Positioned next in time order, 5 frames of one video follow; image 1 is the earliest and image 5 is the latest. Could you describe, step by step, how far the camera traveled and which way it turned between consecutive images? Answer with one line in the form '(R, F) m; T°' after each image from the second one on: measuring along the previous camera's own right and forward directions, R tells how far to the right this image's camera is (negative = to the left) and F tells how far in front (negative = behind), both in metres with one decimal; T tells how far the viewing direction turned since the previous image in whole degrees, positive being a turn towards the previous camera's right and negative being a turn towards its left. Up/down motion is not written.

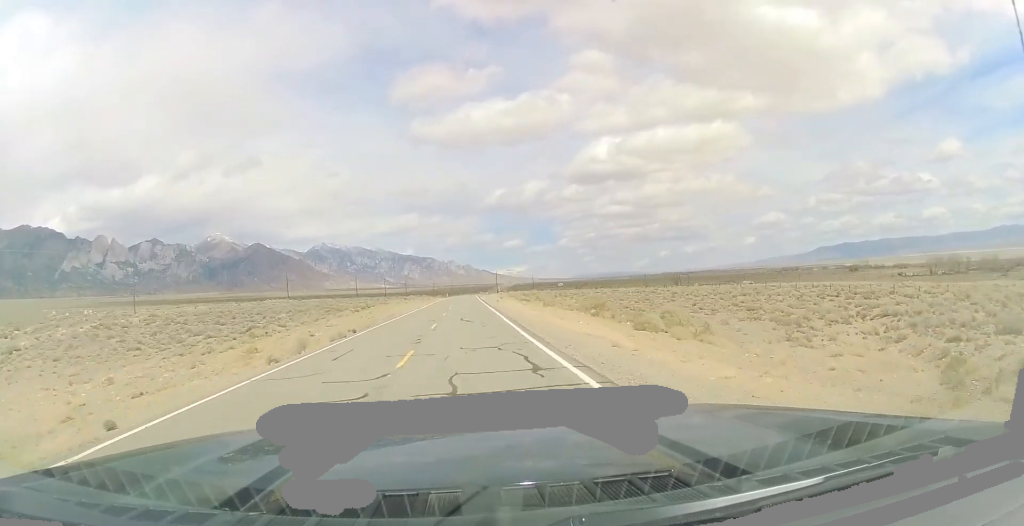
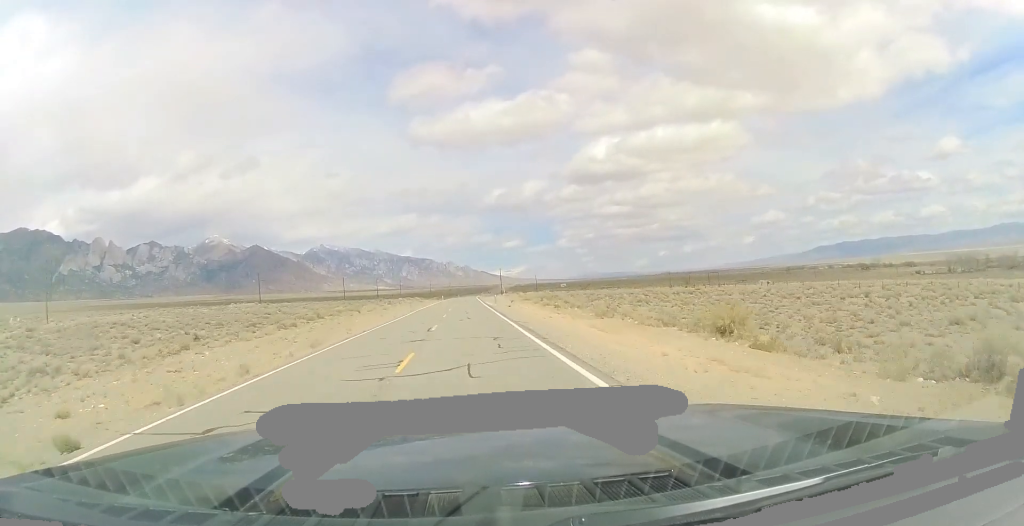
(0.0, +25.0) m; 0°
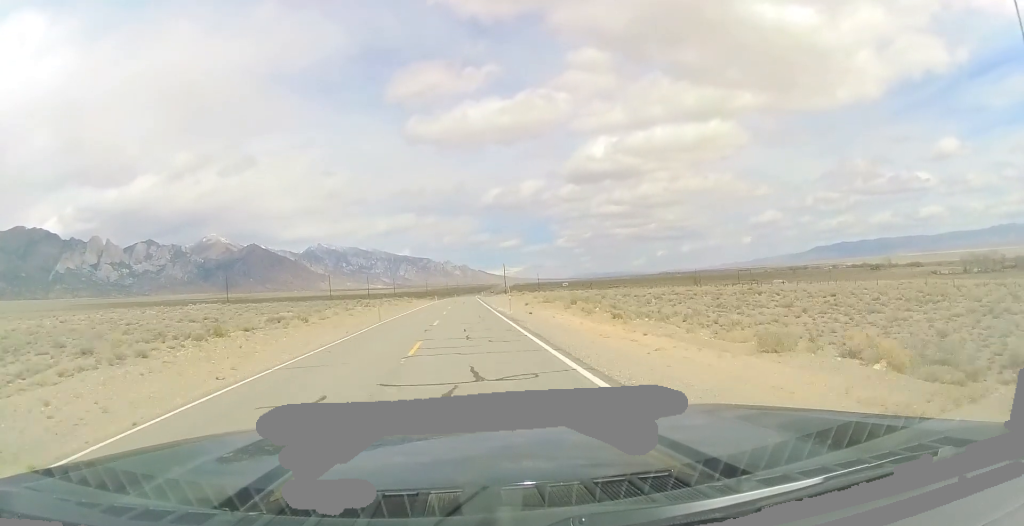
(-0.1, +21.6) m; 0°
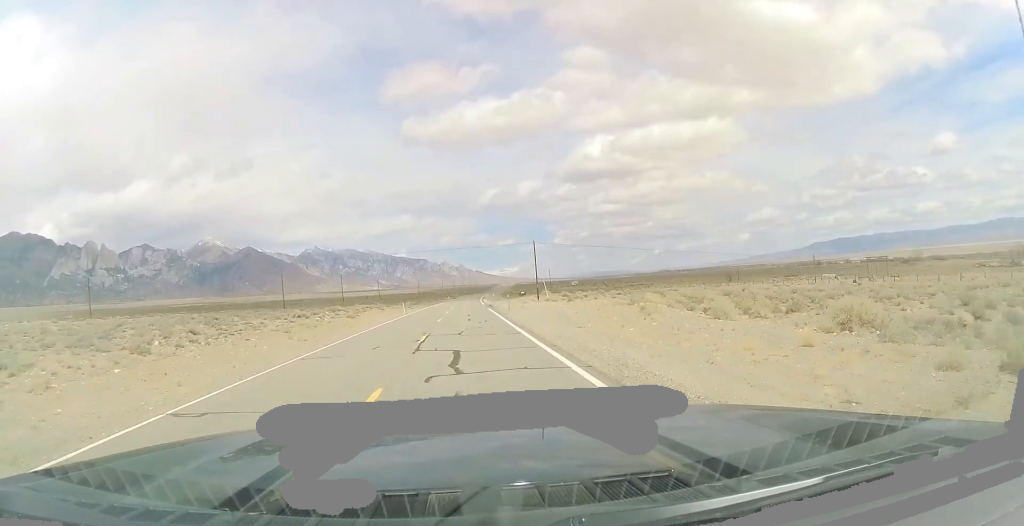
(+0.4, +56.7) m; 0°
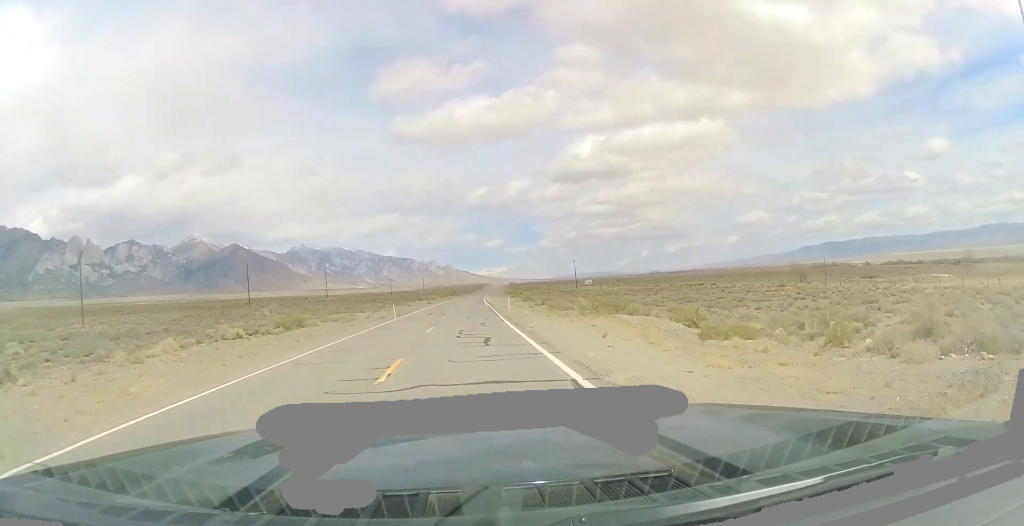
(0.0, +93.2) m; +1°
